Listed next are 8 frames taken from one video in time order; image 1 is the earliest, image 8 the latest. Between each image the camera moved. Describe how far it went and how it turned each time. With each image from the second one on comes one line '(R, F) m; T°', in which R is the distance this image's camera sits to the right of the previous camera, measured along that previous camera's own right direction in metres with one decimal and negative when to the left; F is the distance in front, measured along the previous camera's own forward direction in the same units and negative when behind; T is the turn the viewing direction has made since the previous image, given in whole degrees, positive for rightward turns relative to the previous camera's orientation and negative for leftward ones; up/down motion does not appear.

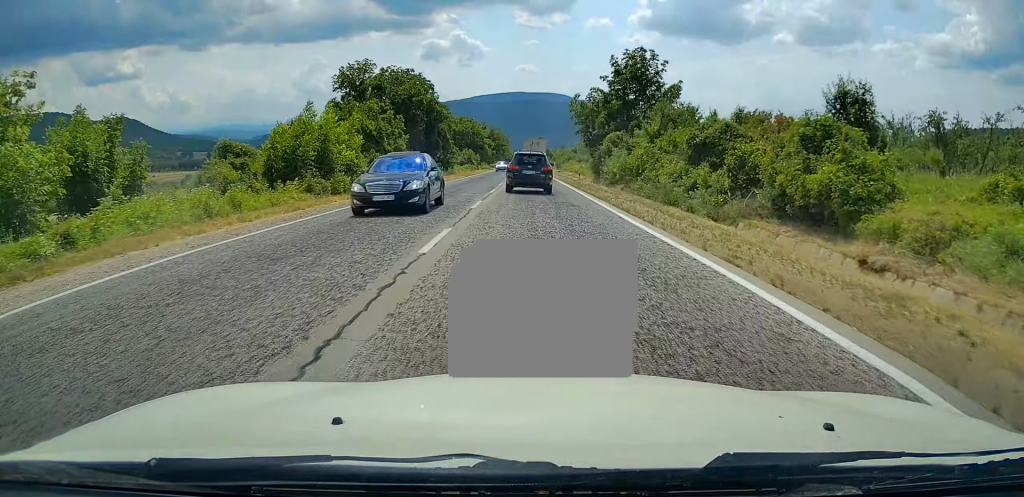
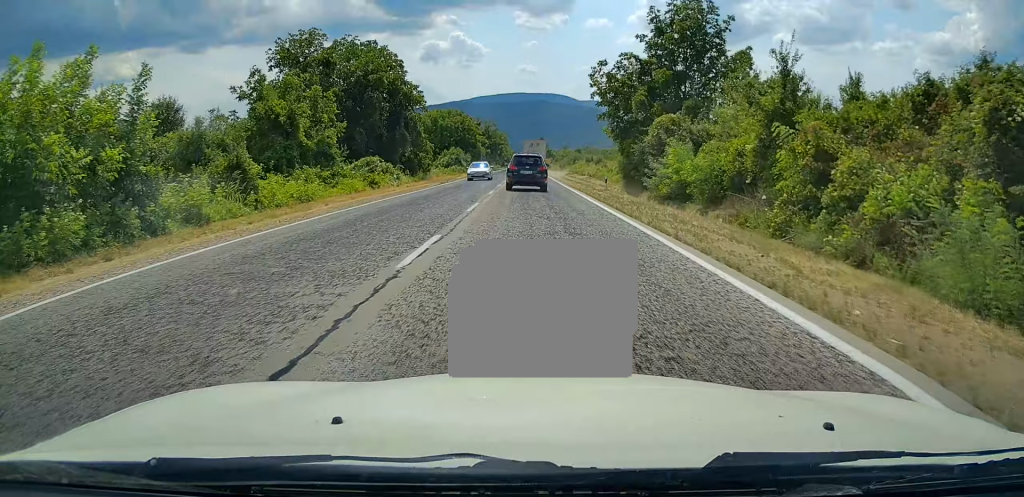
(0.0, +17.9) m; 0°
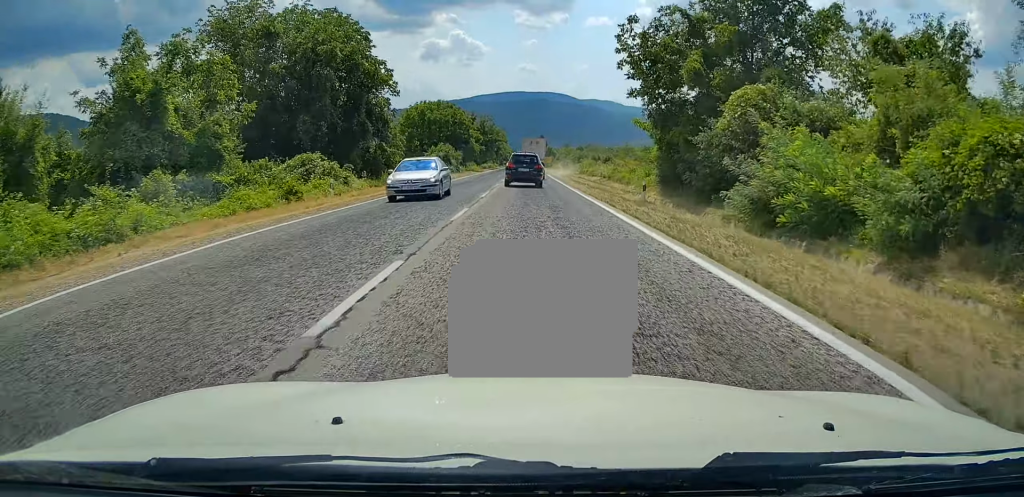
(0.0, +11.7) m; 0°
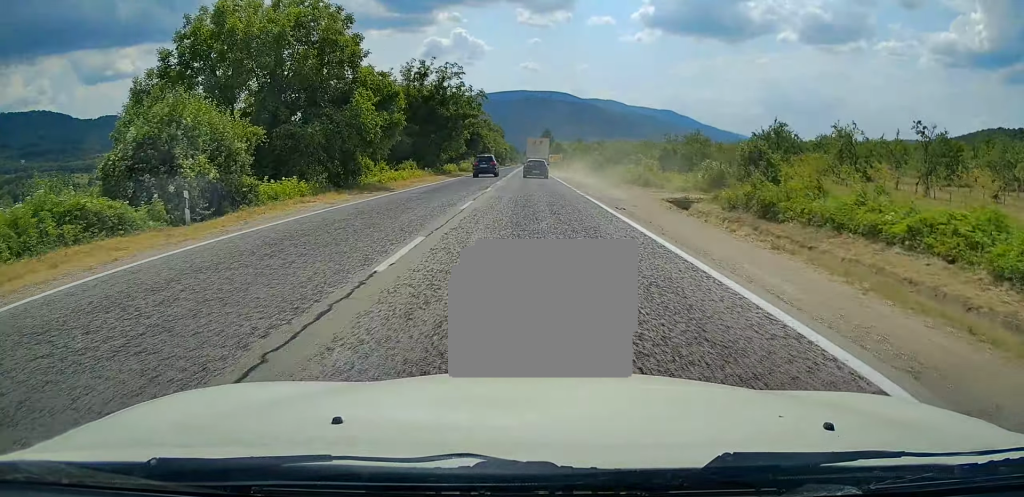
(-0.1, +60.5) m; 0°
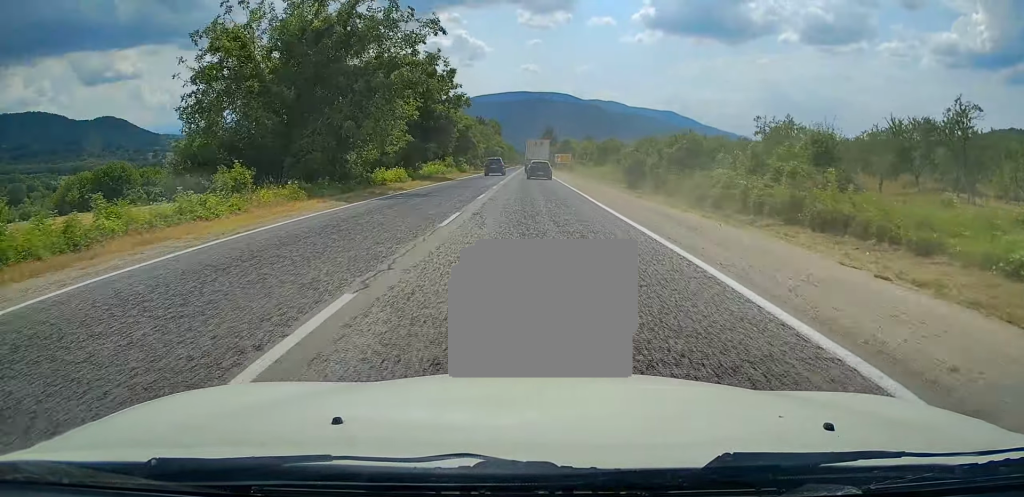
(-0.2, +31.3) m; 0°
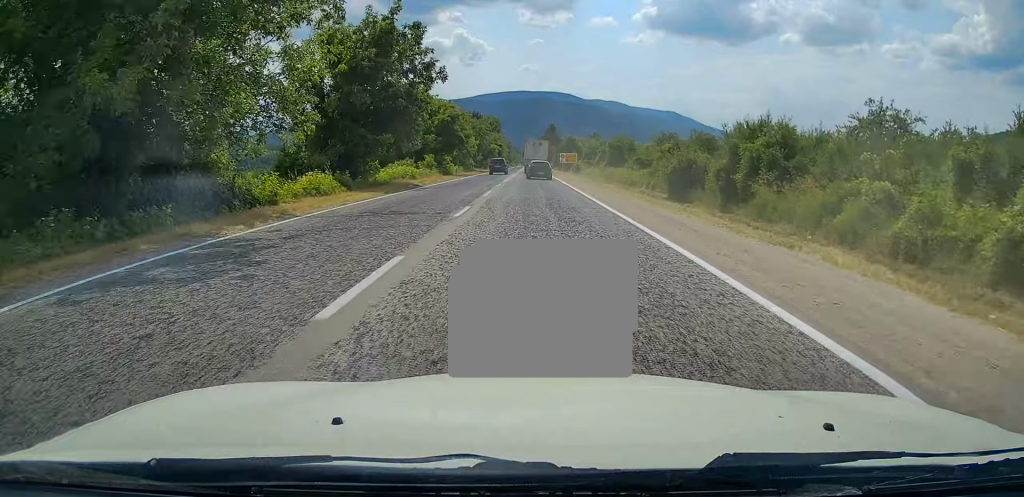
(+0.3, +16.0) m; 0°
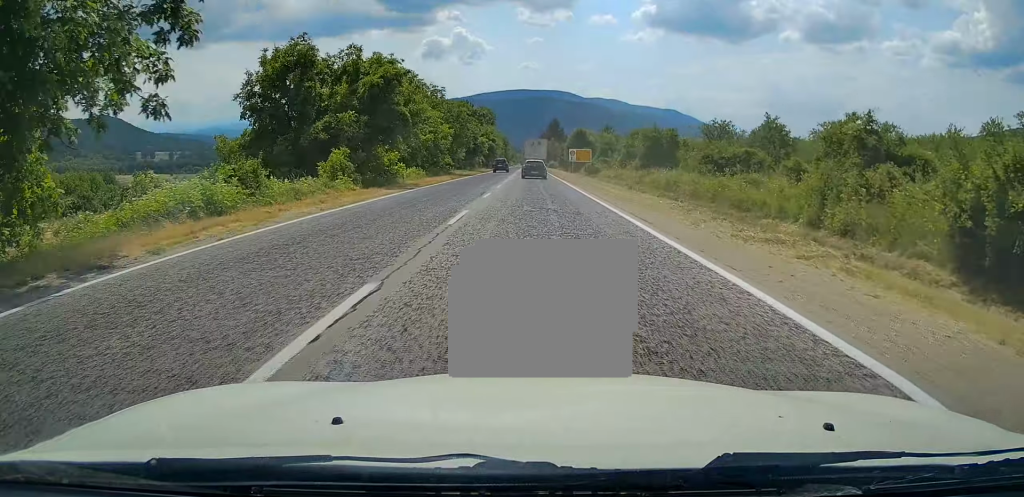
(-0.5, +28.5) m; -1°
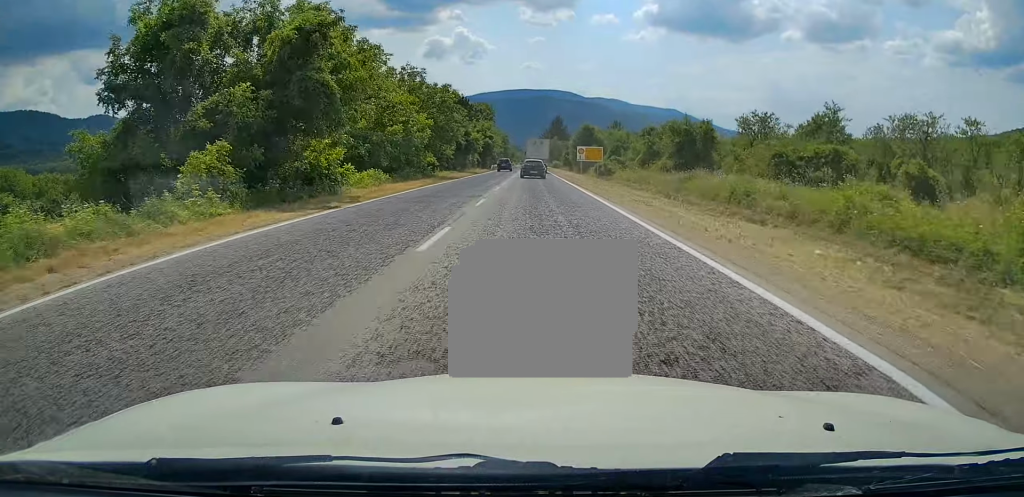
(-0.2, +13.1) m; +1°
